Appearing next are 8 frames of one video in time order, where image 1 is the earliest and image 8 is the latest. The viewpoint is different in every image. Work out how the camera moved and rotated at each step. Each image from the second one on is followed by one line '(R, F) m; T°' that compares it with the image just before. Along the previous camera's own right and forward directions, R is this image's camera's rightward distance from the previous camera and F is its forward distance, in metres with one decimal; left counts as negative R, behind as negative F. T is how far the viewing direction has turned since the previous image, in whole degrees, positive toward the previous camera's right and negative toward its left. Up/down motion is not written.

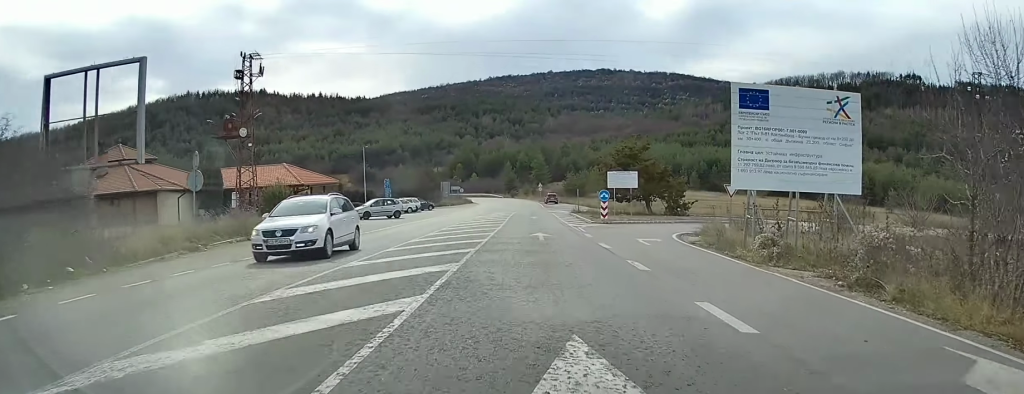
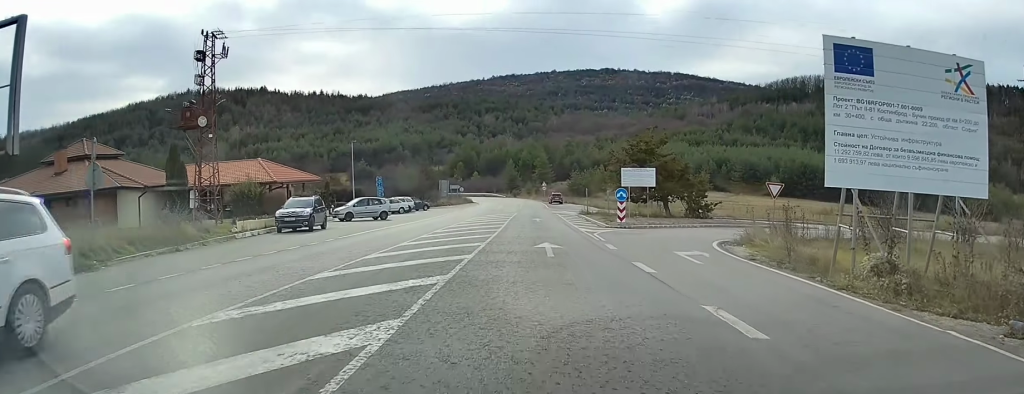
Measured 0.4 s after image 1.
(+0.1, +6.1) m; +1°
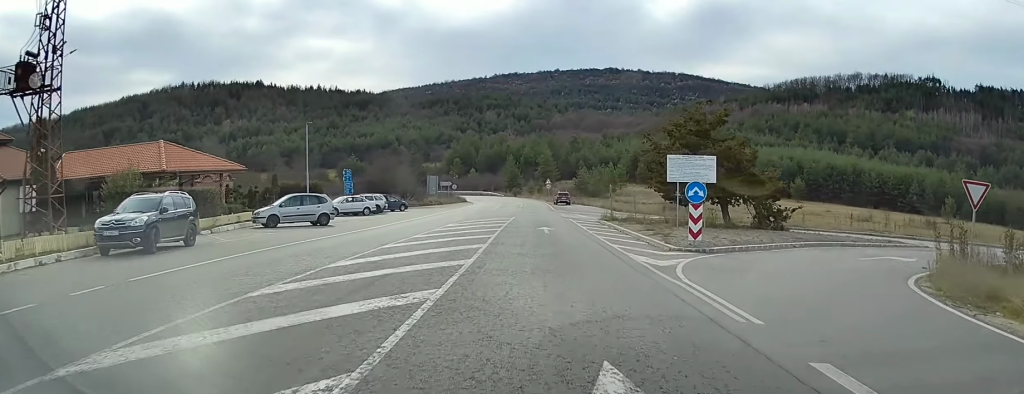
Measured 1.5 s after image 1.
(0.0, +14.6) m; +1°
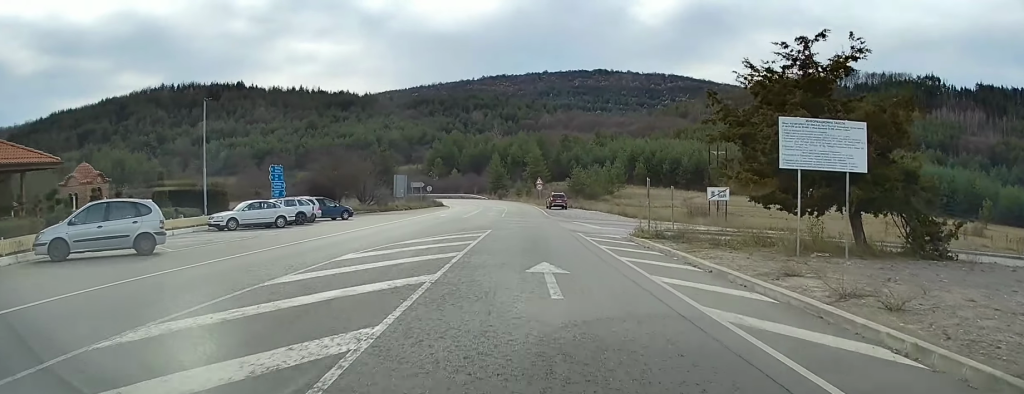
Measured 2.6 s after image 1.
(+0.2, +15.2) m; 0°
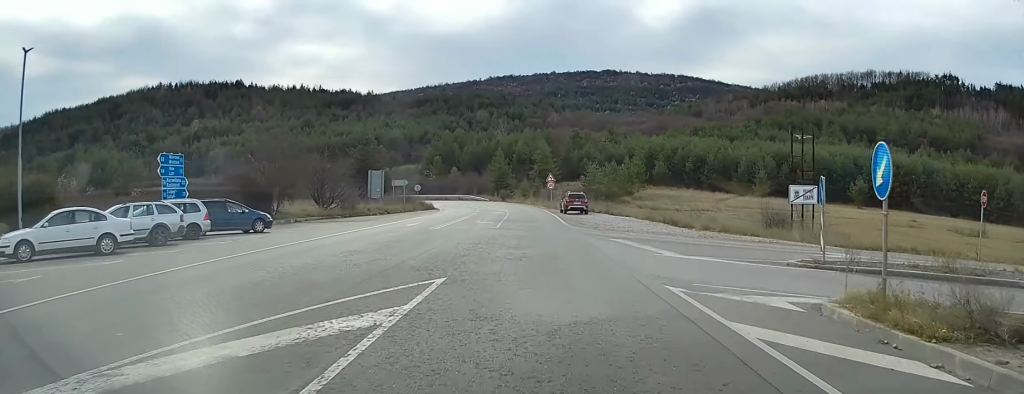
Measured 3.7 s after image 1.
(-0.1, +15.6) m; -1°
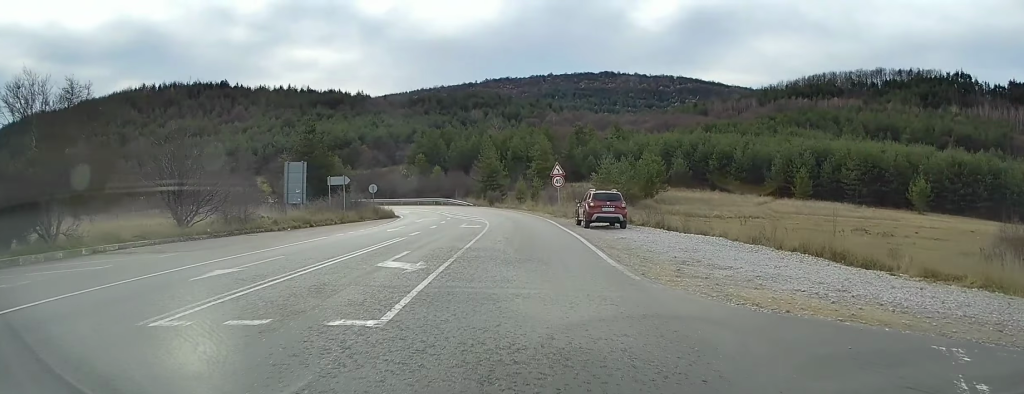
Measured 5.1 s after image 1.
(-0.2, +21.0) m; -1°
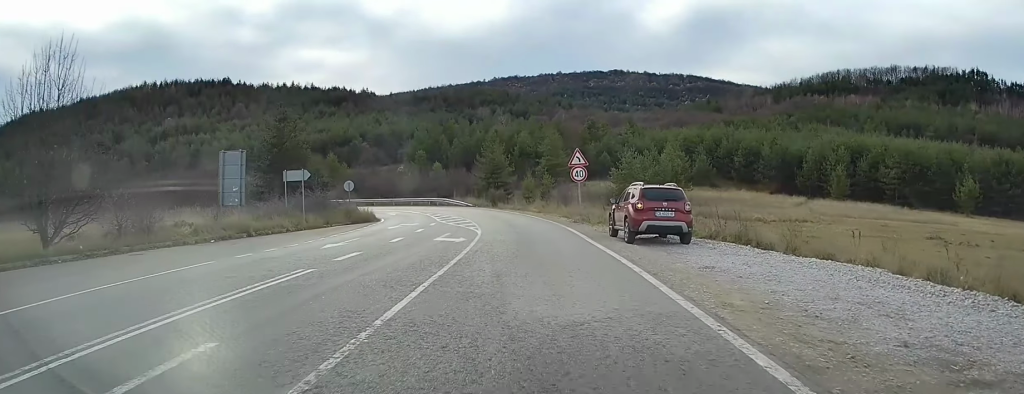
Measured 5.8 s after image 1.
(0.0, +10.3) m; -1°
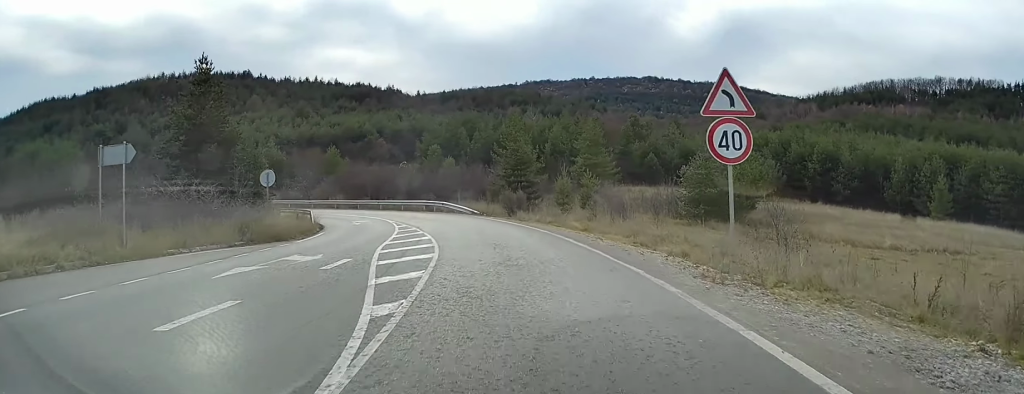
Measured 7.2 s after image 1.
(-0.4, +19.5) m; -5°
